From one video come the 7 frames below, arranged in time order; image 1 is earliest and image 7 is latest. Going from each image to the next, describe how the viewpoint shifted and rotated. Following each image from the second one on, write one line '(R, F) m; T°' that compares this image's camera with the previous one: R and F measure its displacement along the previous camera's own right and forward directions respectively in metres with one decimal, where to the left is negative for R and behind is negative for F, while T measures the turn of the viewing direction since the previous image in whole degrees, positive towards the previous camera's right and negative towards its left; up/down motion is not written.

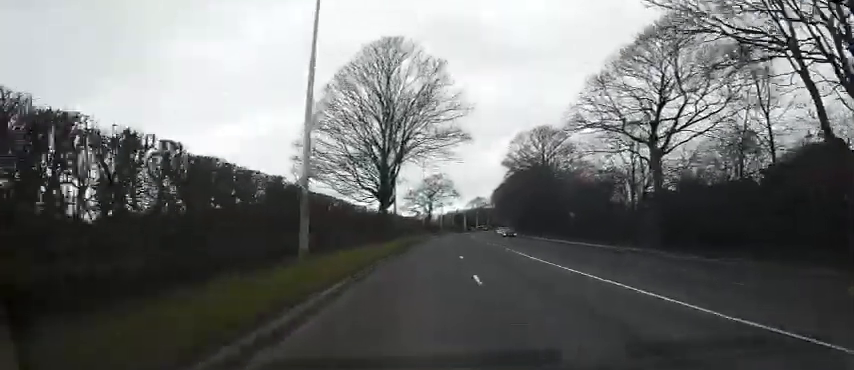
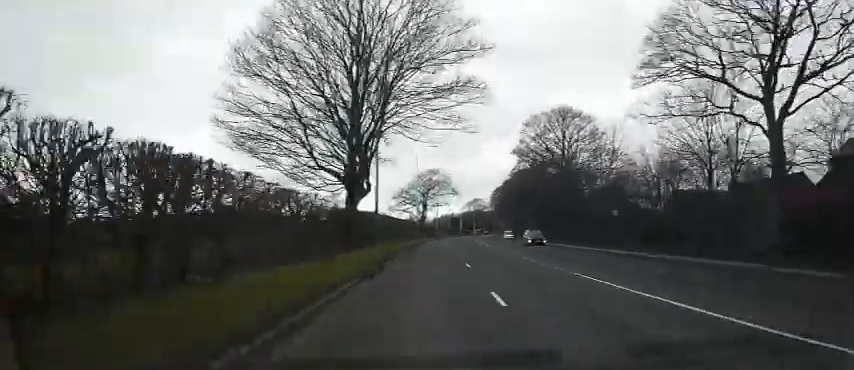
(+0.5, +12.5) m; +1°
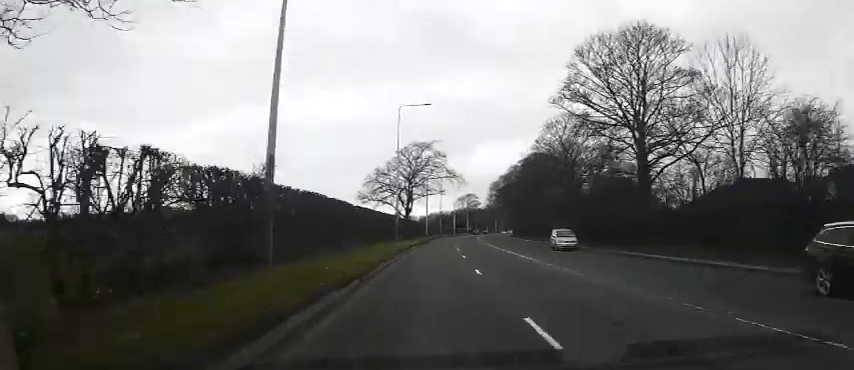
(-0.2, +22.5) m; 0°
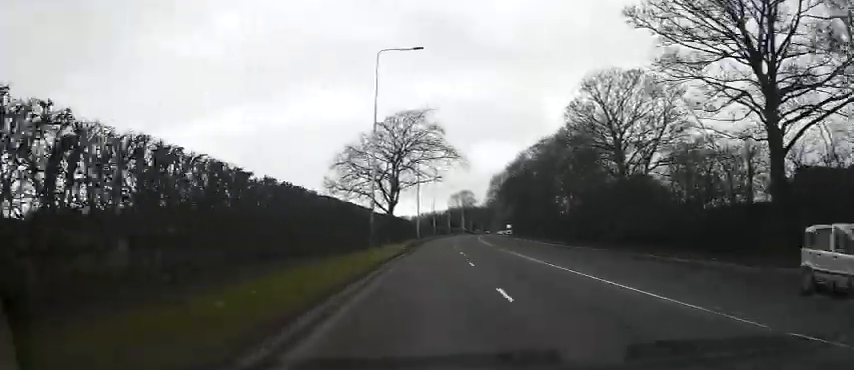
(+0.2, +14.3) m; +1°
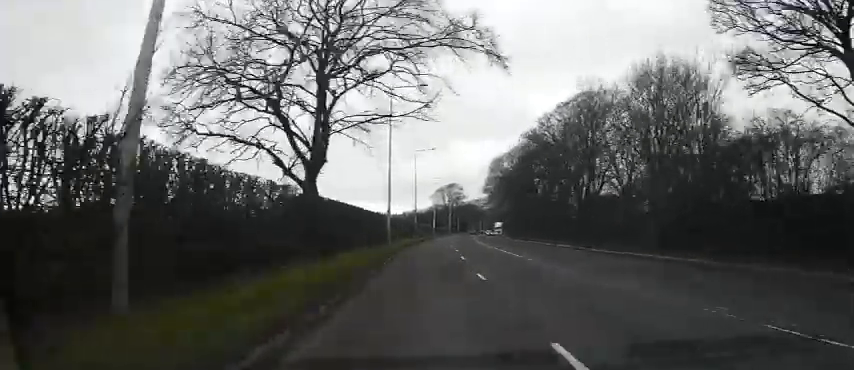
(+0.6, +24.6) m; +3°
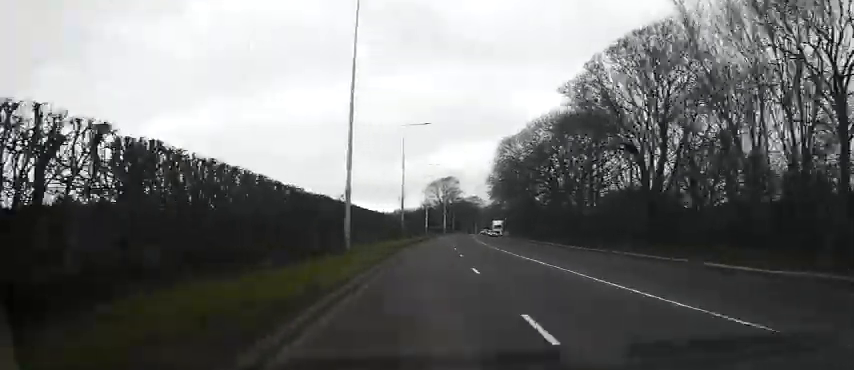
(+0.4, +17.0) m; +1°
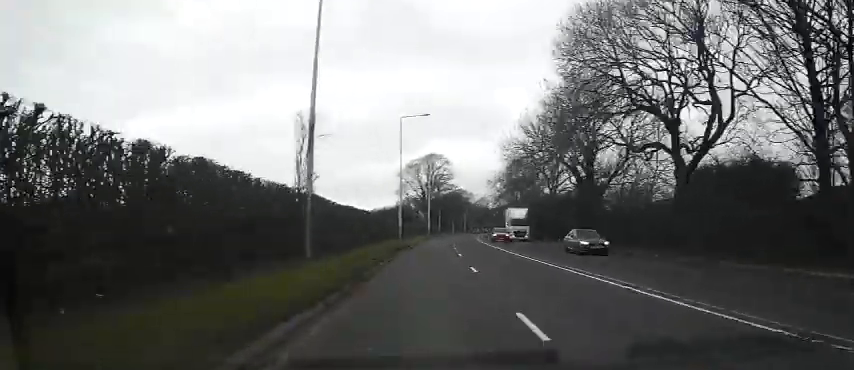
(+0.3, +37.3) m; +1°
